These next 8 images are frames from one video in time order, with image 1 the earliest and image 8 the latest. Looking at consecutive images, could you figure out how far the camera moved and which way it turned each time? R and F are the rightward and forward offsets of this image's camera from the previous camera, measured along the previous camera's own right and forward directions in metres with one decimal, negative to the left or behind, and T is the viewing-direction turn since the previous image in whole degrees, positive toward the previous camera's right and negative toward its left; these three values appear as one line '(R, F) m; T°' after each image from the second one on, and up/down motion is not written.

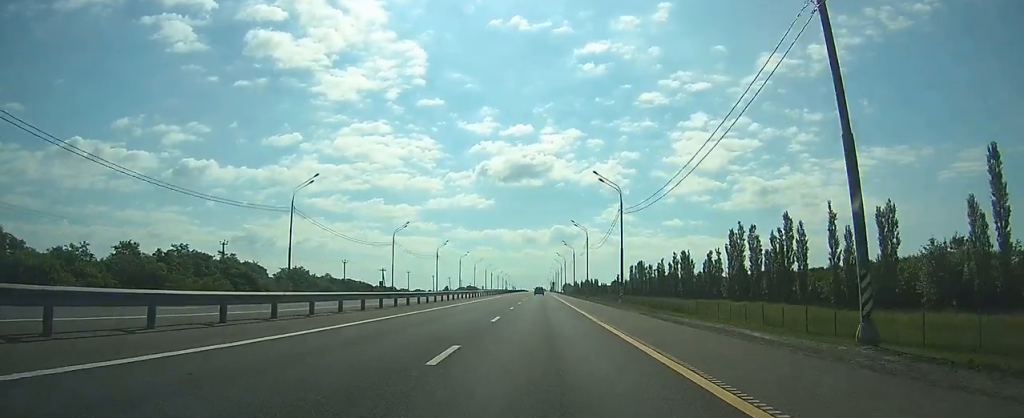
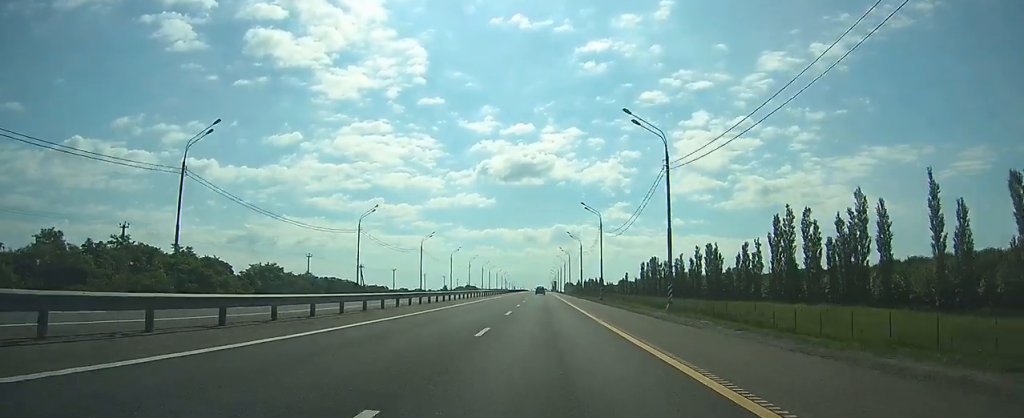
(0.0, +18.1) m; 0°
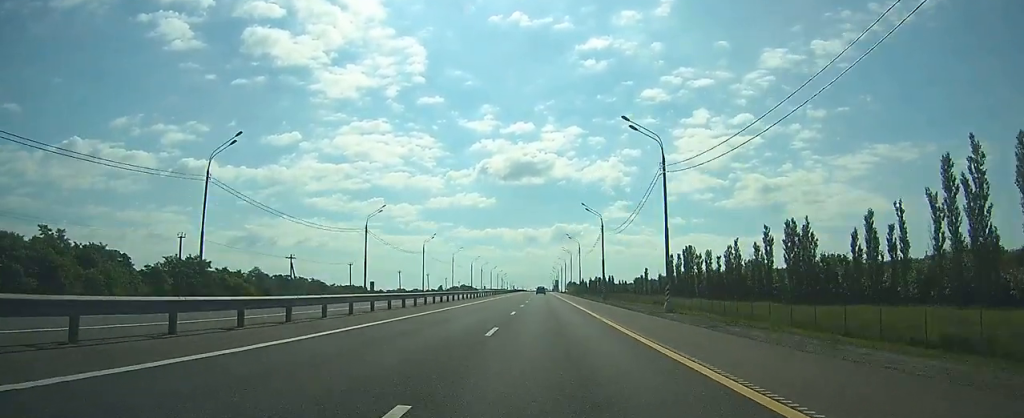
(0.0, +35.2) m; 0°
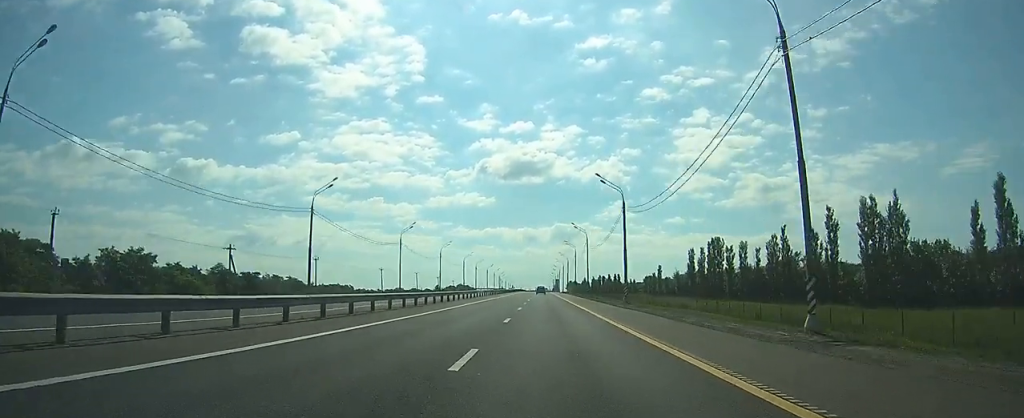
(0.0, +18.2) m; 0°
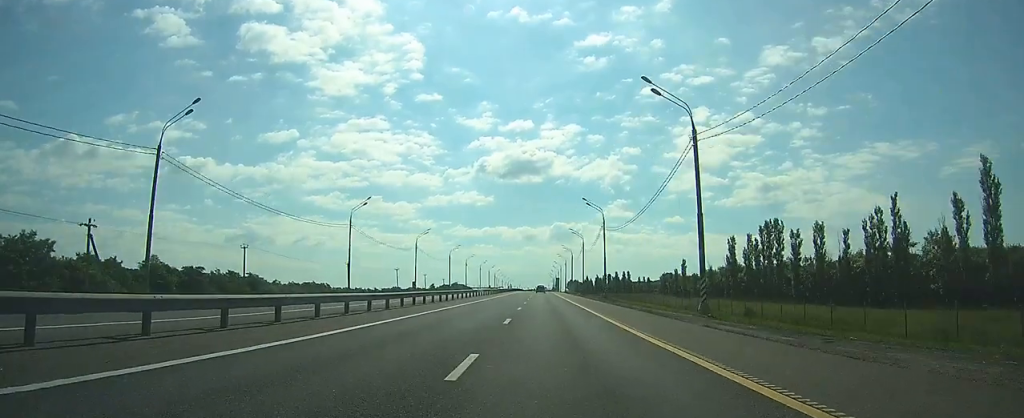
(0.0, +24.6) m; 0°
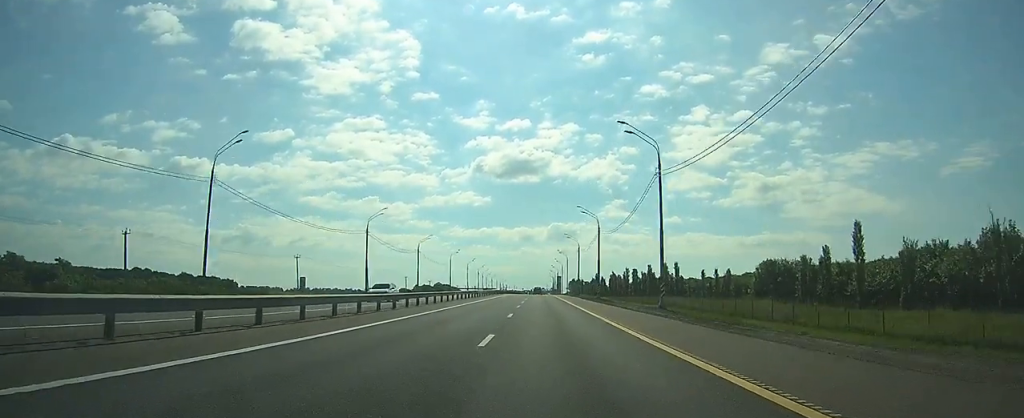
(0.0, +66.5) m; 0°
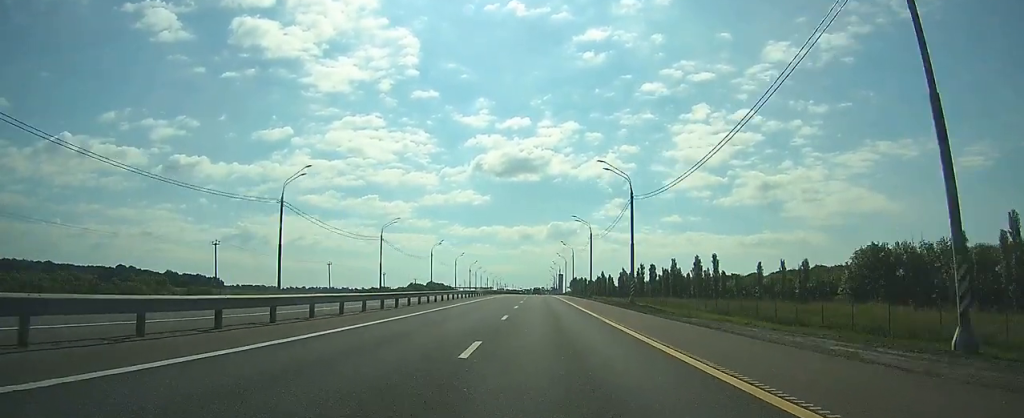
(+0.1, +25.8) m; 0°
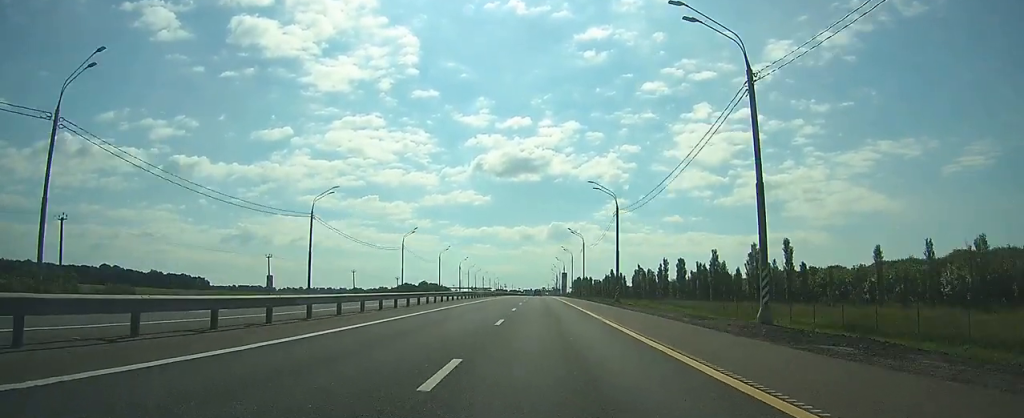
(+0.1, +26.9) m; 0°
